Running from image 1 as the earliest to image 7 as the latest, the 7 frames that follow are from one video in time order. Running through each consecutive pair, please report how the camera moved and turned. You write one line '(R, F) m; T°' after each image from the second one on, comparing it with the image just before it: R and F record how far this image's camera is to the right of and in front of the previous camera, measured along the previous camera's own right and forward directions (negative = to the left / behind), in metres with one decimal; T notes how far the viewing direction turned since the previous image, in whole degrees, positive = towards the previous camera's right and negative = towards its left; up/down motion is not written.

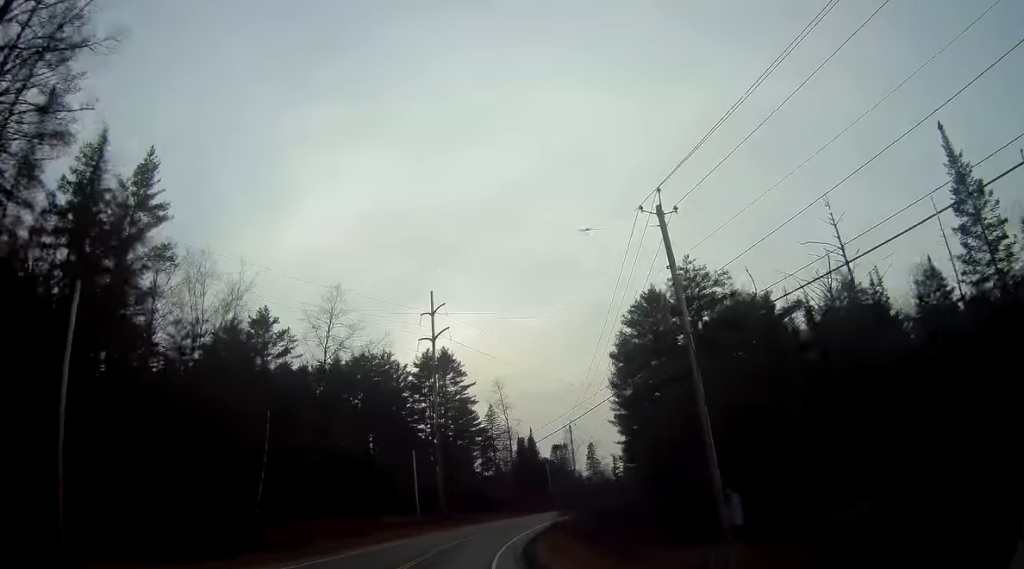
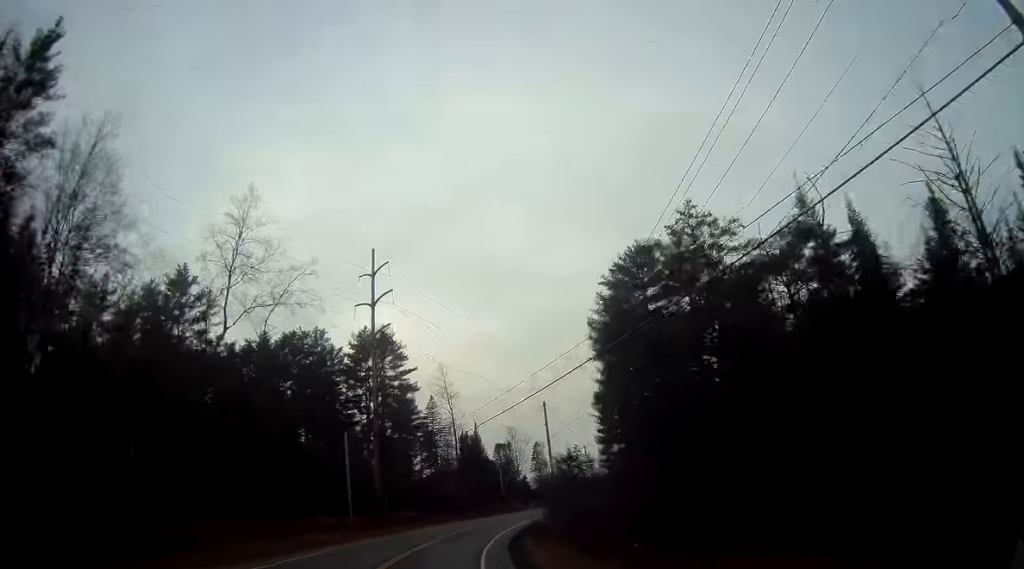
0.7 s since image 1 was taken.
(+1.0, +13.9) m; +5°
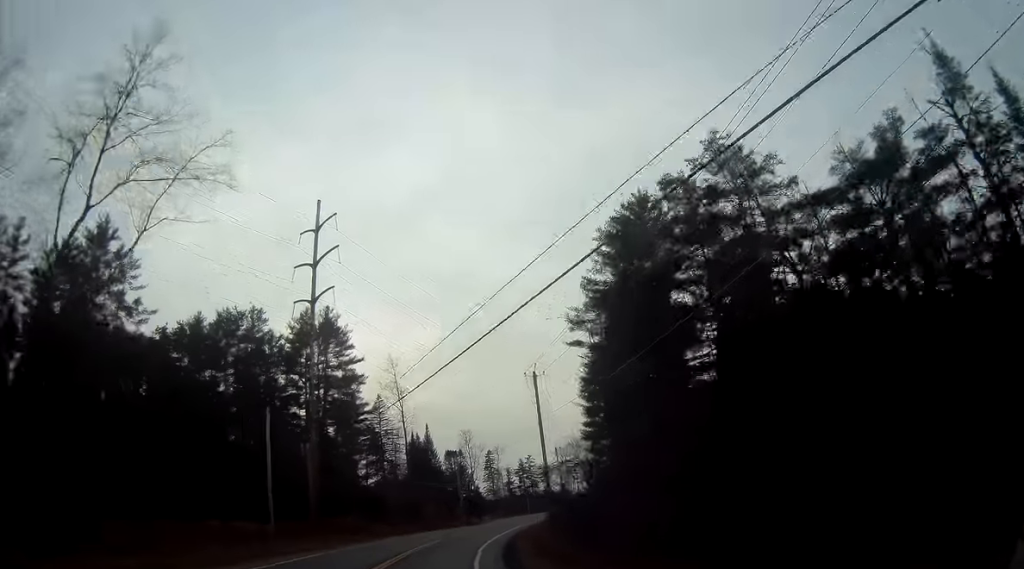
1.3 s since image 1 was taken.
(+0.5, +13.4) m; +4°
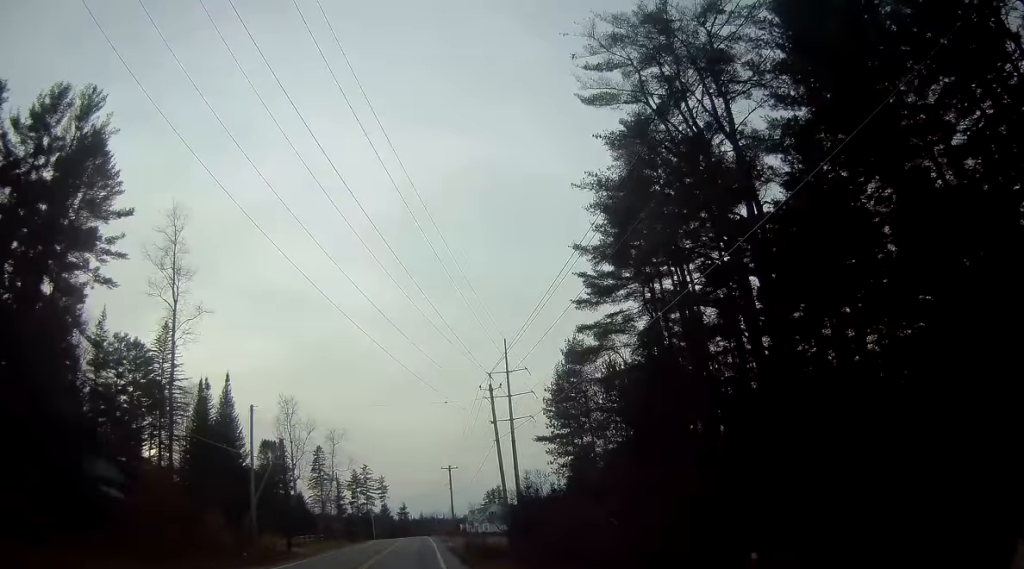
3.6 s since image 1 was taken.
(+4.4, +50.1) m; +9°
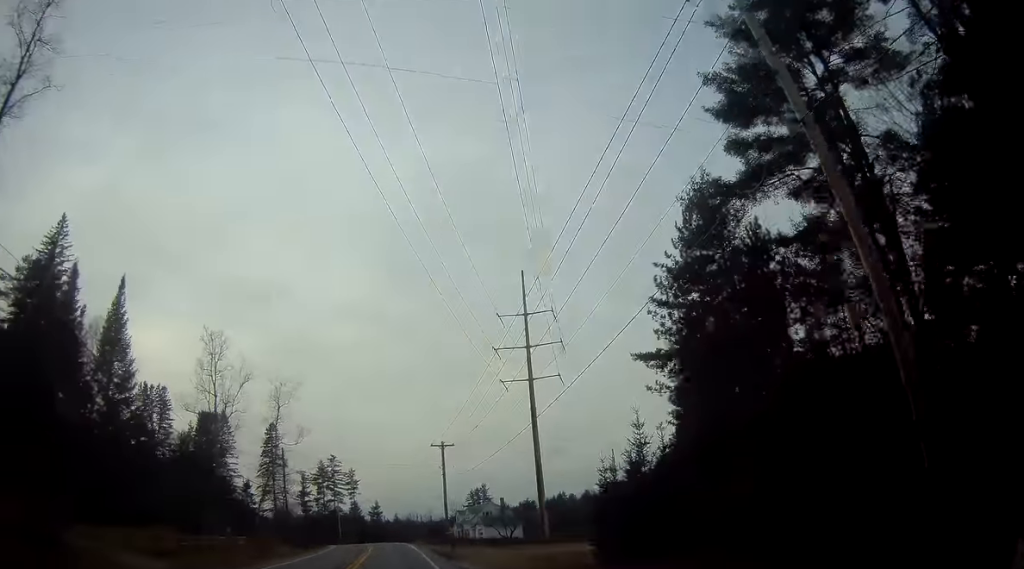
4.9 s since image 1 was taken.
(+0.8, +27.6) m; -1°
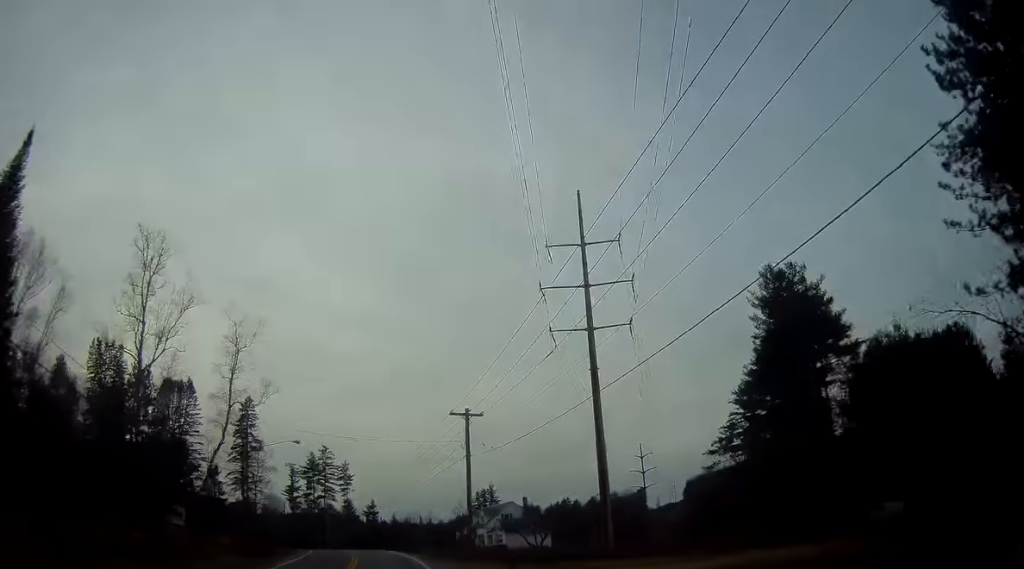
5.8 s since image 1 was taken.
(-0.8, +18.6) m; -3°
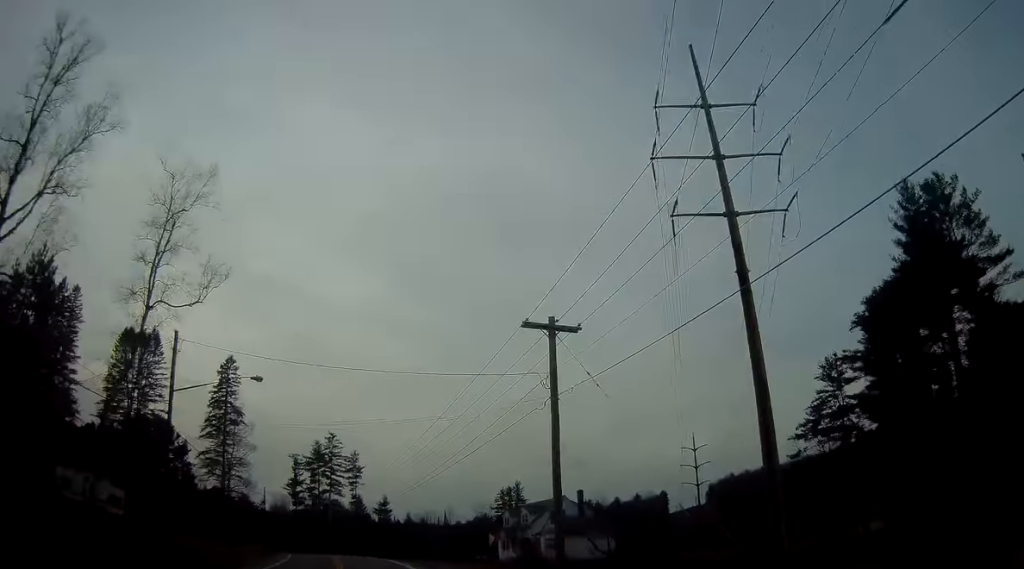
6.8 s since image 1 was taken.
(-0.2, +18.7) m; -2°
